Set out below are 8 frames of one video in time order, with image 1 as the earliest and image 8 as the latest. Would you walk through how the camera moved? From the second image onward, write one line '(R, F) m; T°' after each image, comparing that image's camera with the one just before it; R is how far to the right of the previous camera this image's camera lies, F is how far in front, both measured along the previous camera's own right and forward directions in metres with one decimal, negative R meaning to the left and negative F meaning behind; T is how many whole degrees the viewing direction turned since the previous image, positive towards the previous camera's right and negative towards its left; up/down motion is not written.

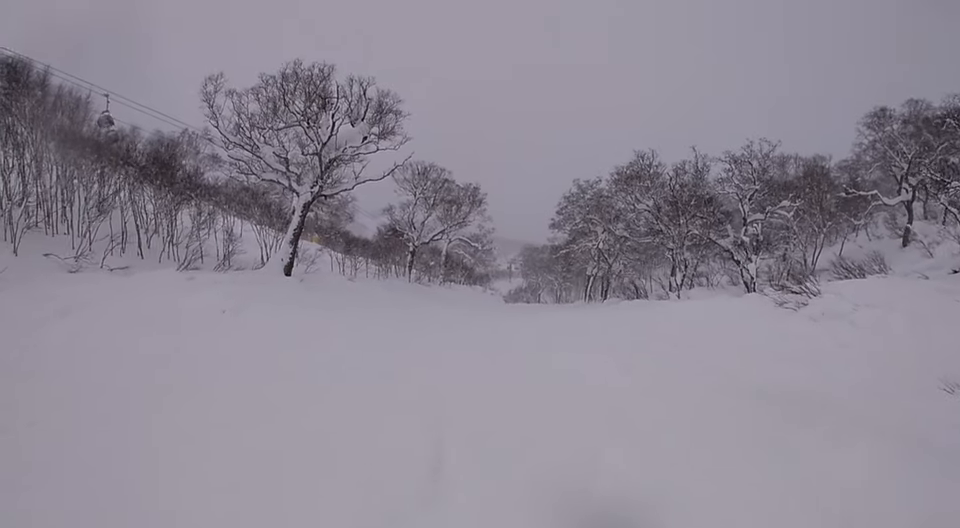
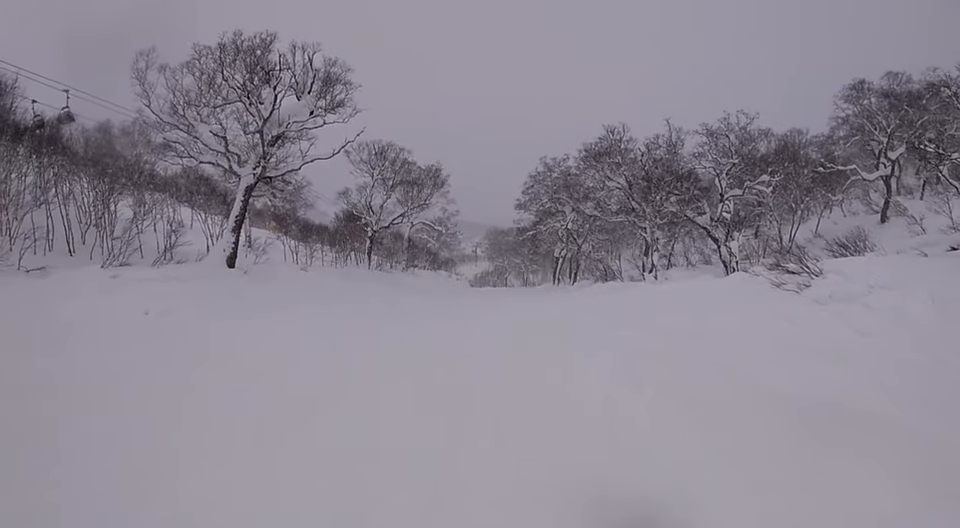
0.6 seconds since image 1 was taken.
(-0.7, +2.8) m; +2°
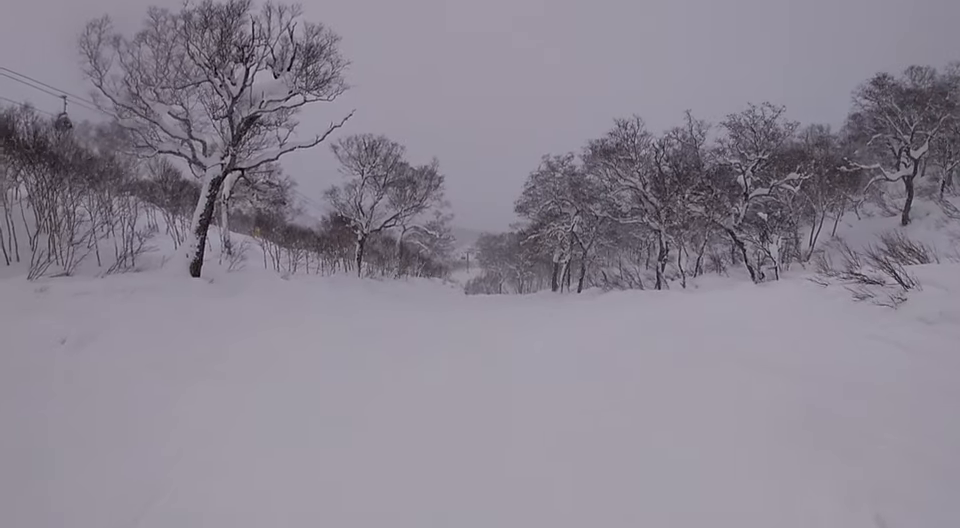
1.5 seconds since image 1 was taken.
(+0.3, +4.5) m; +10°
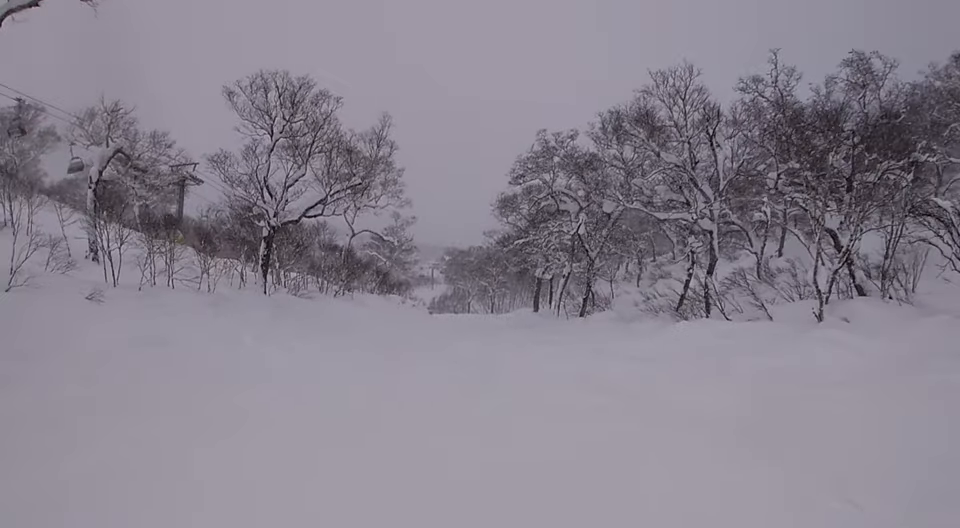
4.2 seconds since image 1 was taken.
(+1.6, +15.9) m; -2°
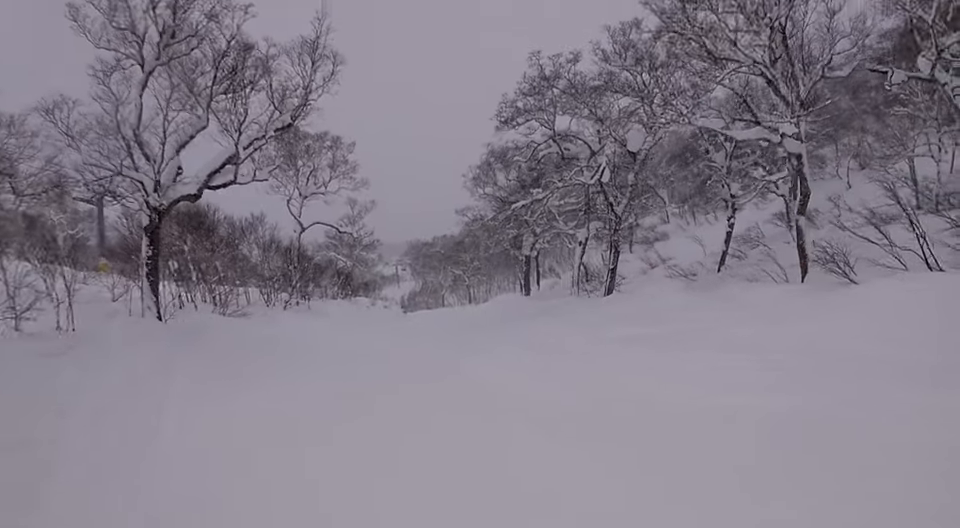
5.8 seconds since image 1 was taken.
(+1.8, +9.5) m; +20°
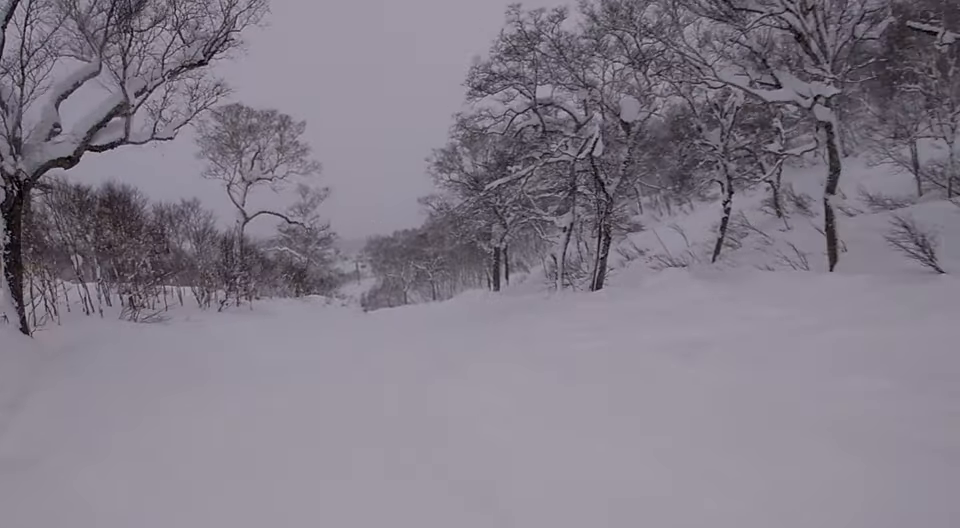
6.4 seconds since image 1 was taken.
(-0.1, +4.8) m; +2°
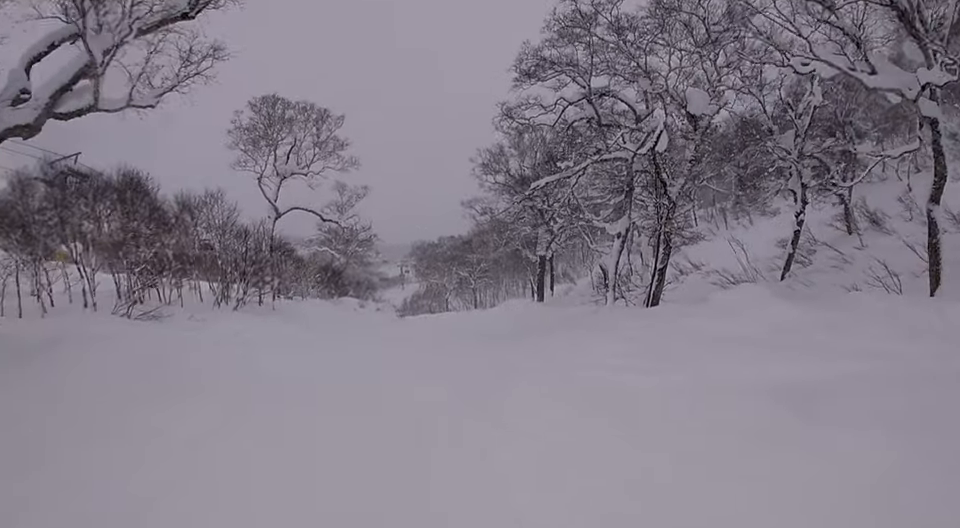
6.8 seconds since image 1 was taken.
(-0.6, +3.2) m; 0°
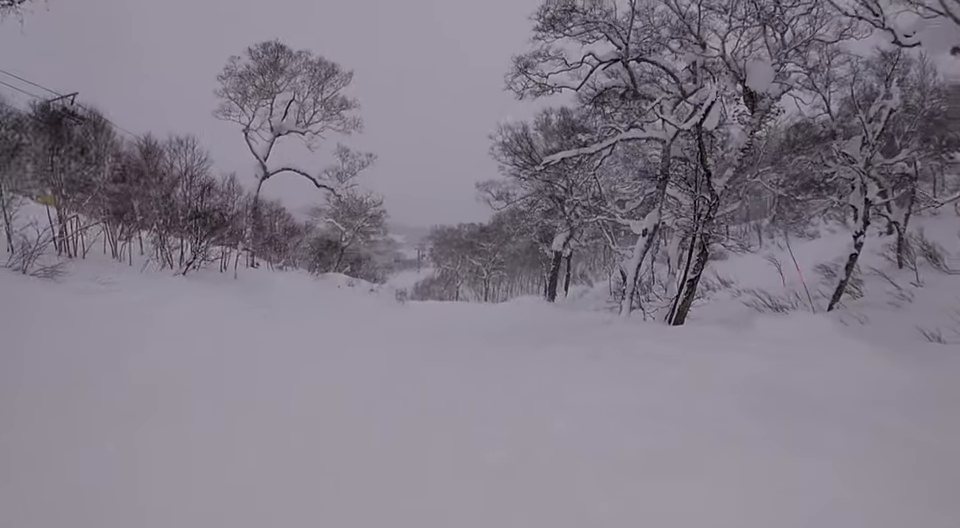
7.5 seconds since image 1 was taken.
(+0.5, +5.0) m; -1°
